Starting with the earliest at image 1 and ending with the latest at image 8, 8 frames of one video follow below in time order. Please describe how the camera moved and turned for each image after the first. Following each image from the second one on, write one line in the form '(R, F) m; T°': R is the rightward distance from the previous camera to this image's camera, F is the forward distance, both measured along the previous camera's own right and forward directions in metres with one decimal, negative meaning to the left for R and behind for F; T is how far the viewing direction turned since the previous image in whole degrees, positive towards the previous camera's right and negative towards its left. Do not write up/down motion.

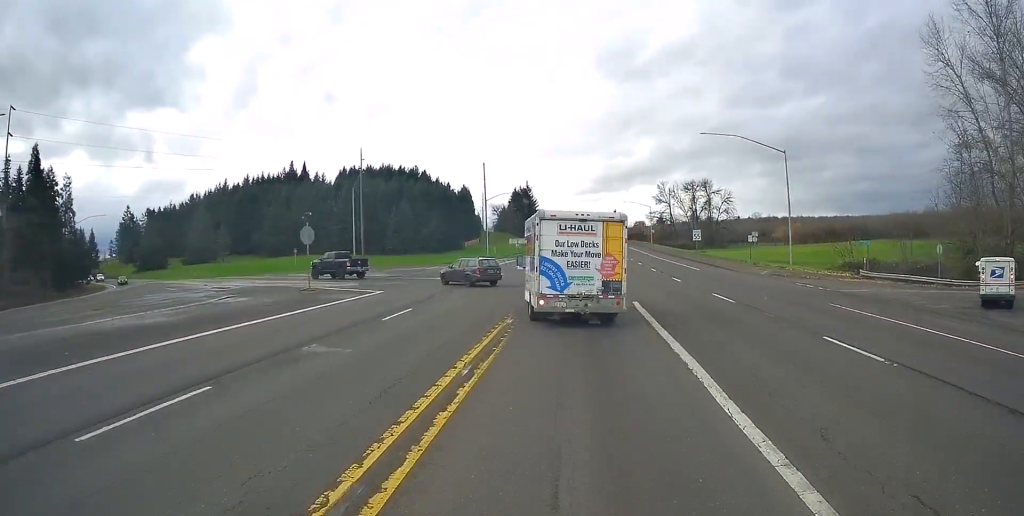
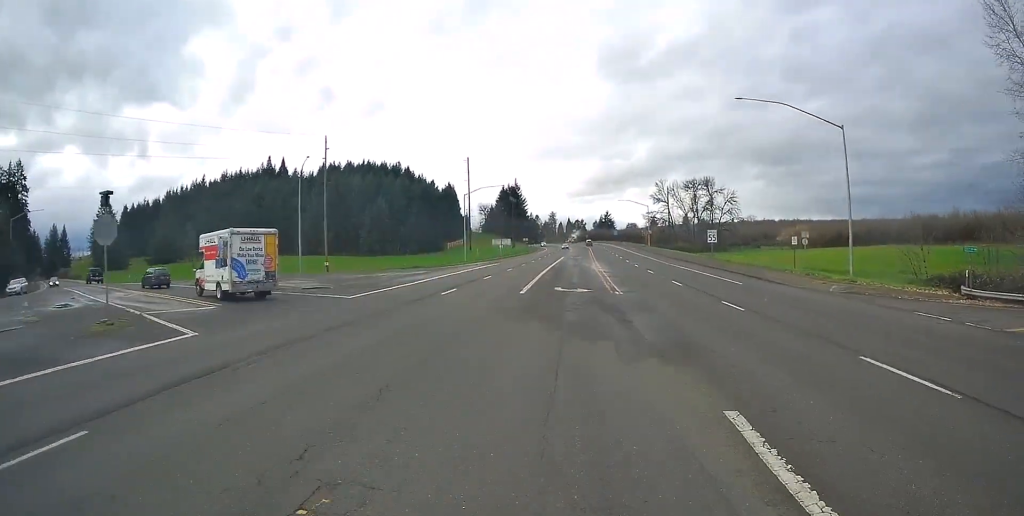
(+0.1, +5.8) m; -3°
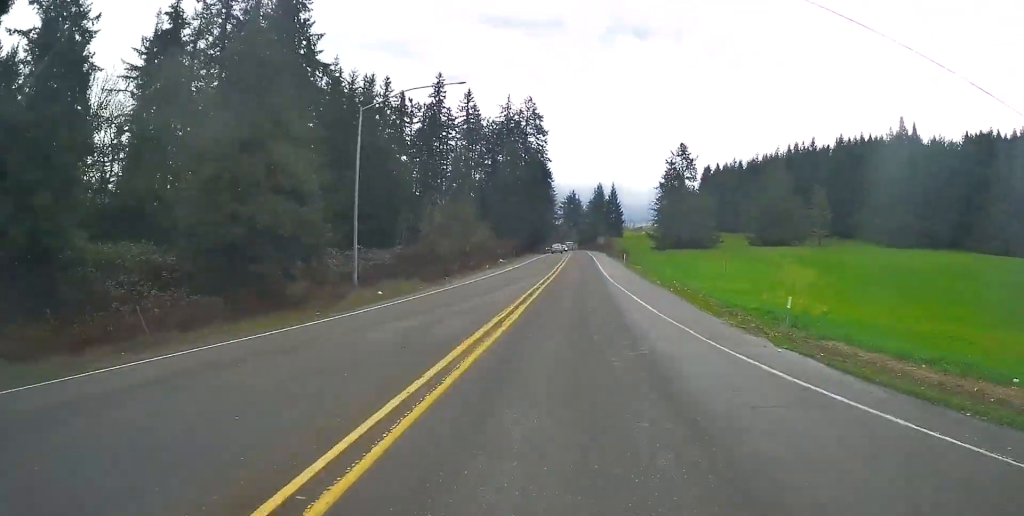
(-56.5, +43.6) m; -64°
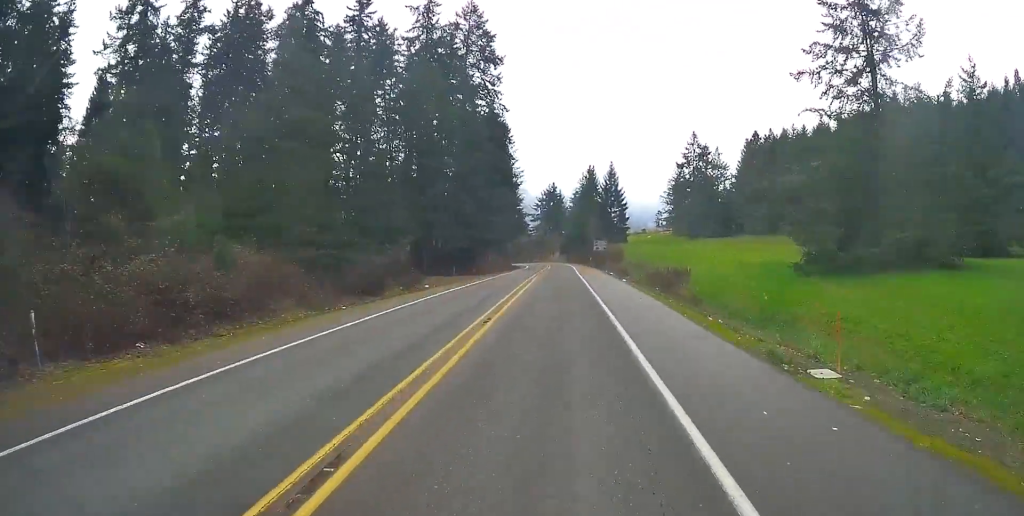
(+0.5, +64.7) m; 0°
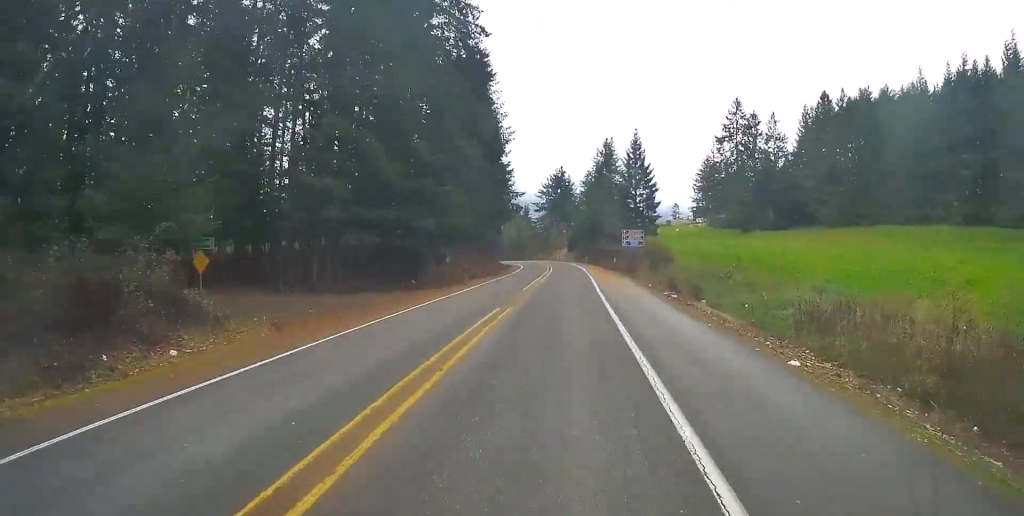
(-0.3, +33.3) m; 0°
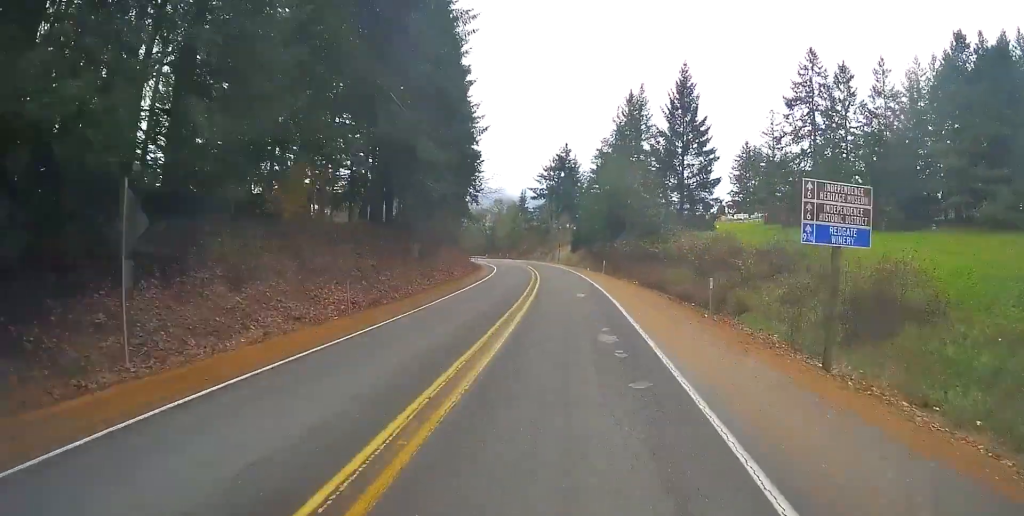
(-0.2, +37.0) m; -1°
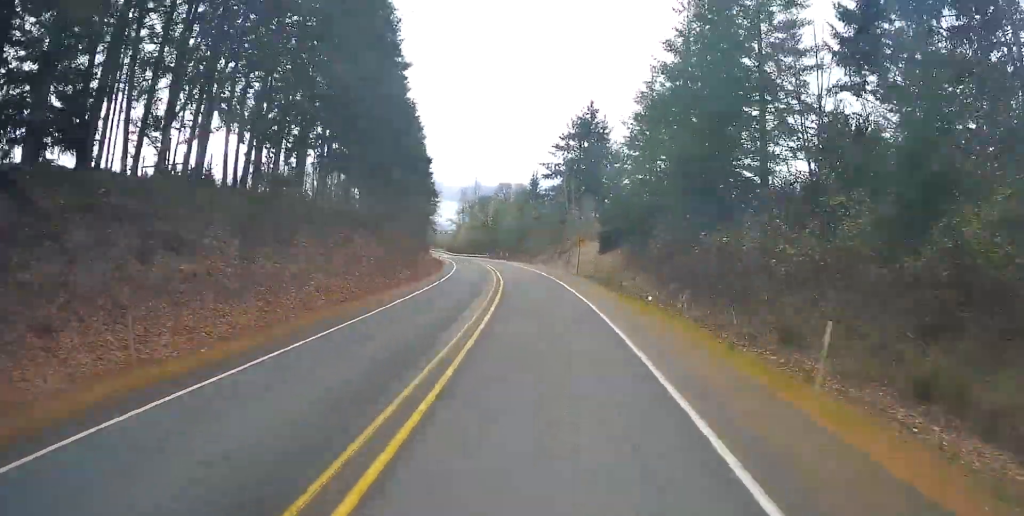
(+0.7, +45.0) m; -3°
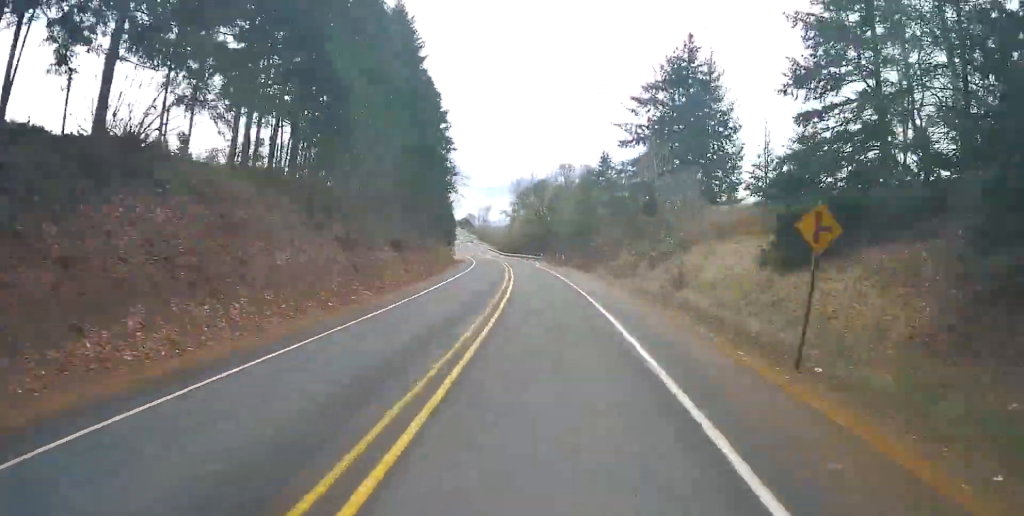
(+1.2, +37.2) m; -3°
